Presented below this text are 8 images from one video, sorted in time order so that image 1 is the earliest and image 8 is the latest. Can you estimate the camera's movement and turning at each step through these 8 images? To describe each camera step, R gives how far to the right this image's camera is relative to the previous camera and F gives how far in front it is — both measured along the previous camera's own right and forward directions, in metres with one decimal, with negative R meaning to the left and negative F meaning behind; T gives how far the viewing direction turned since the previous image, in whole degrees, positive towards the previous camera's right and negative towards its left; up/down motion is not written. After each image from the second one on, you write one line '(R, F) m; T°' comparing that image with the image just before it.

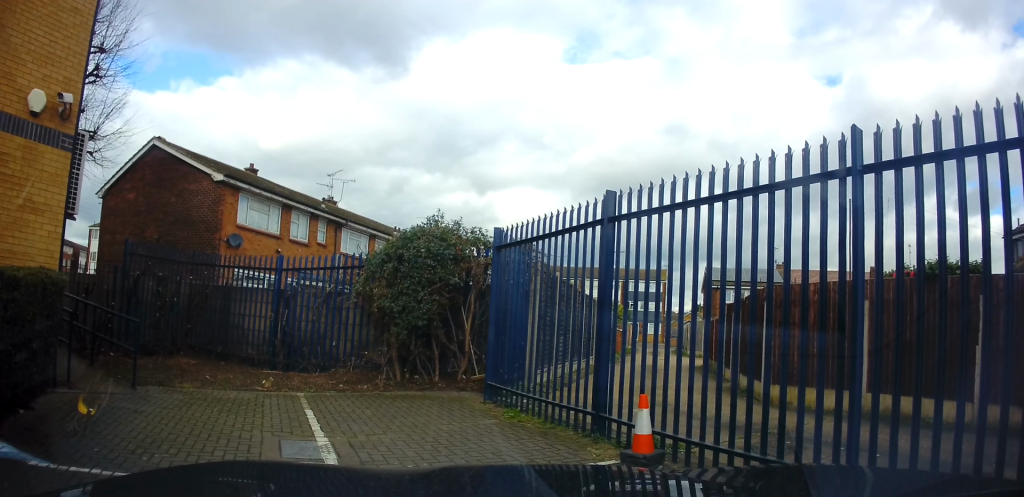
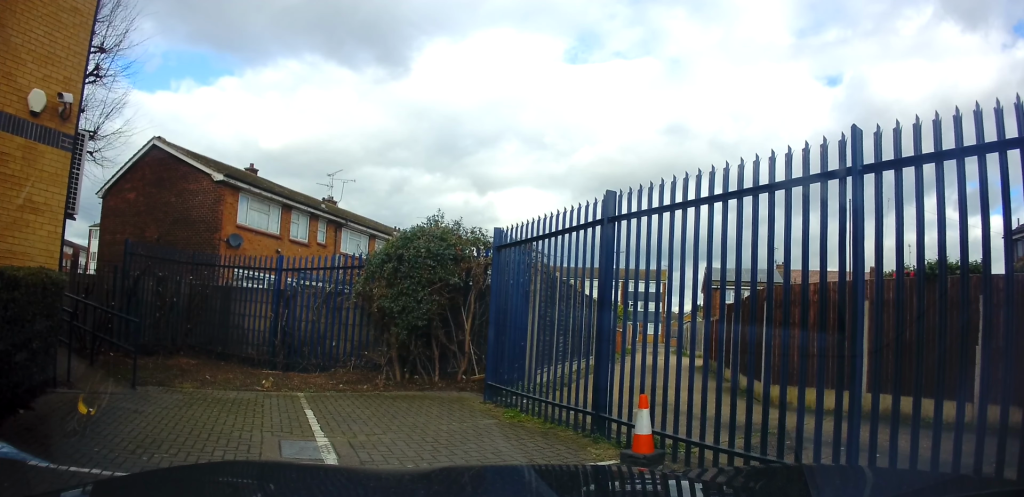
(0.0, 0.0) m; 0°
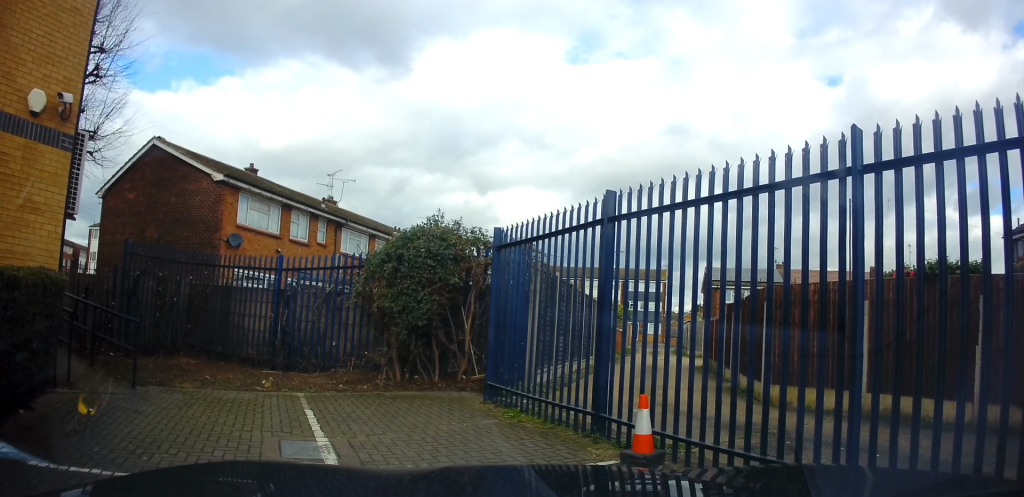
(0.0, 0.0) m; 0°
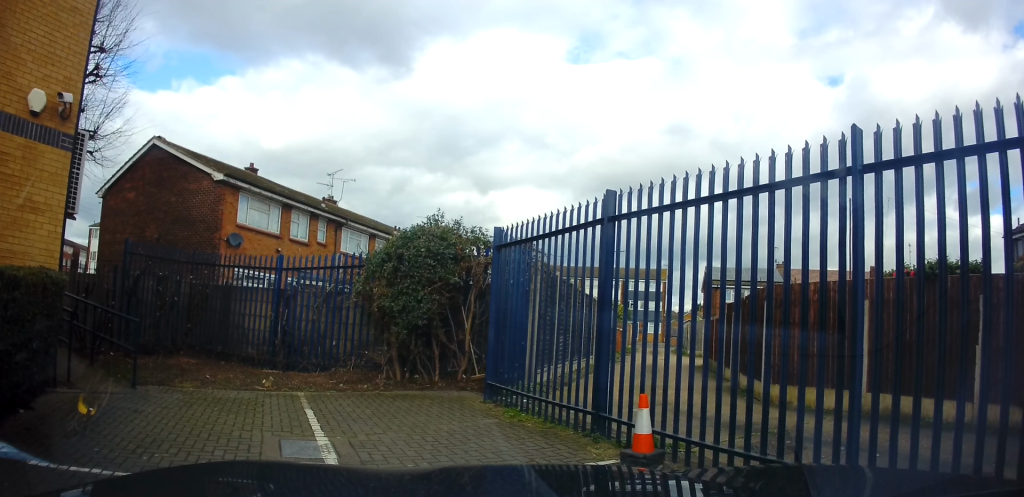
(0.0, 0.0) m; 0°
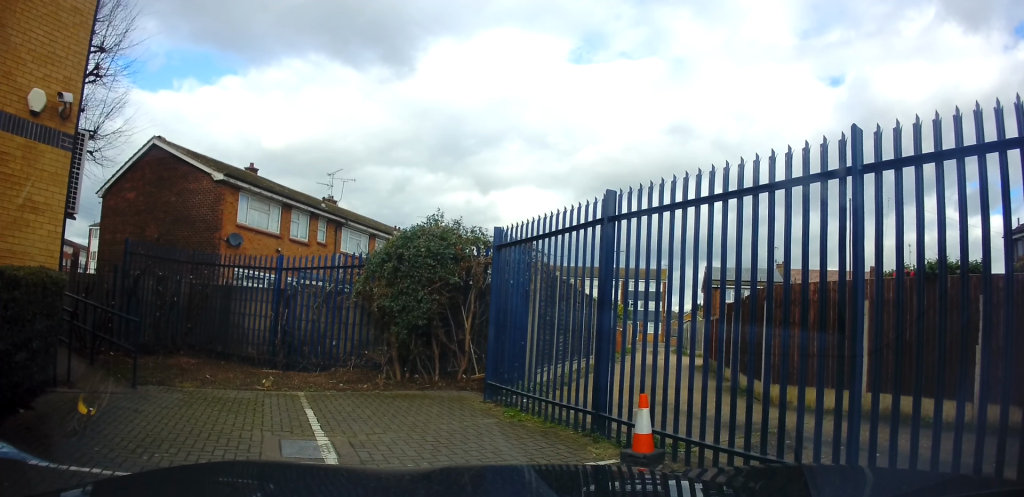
(0.0, 0.0) m; 0°
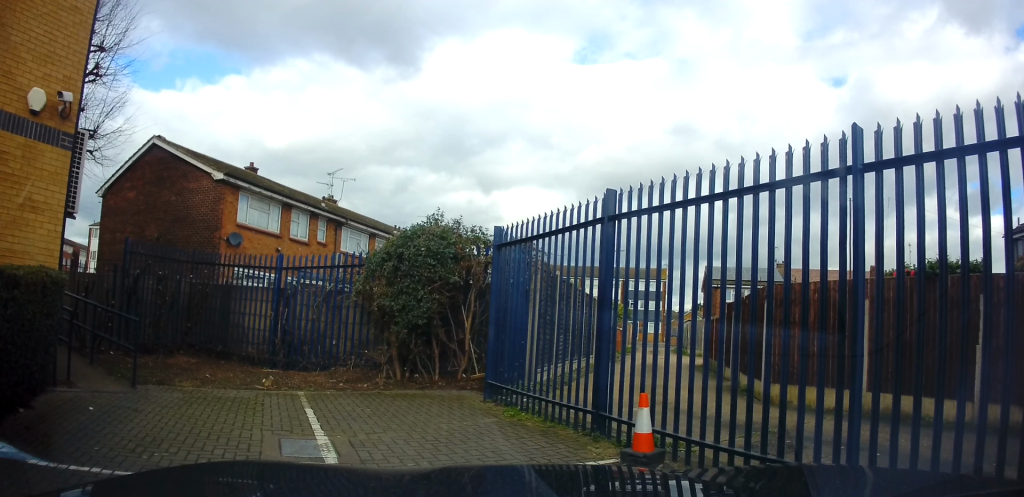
(0.0, 0.0) m; 0°
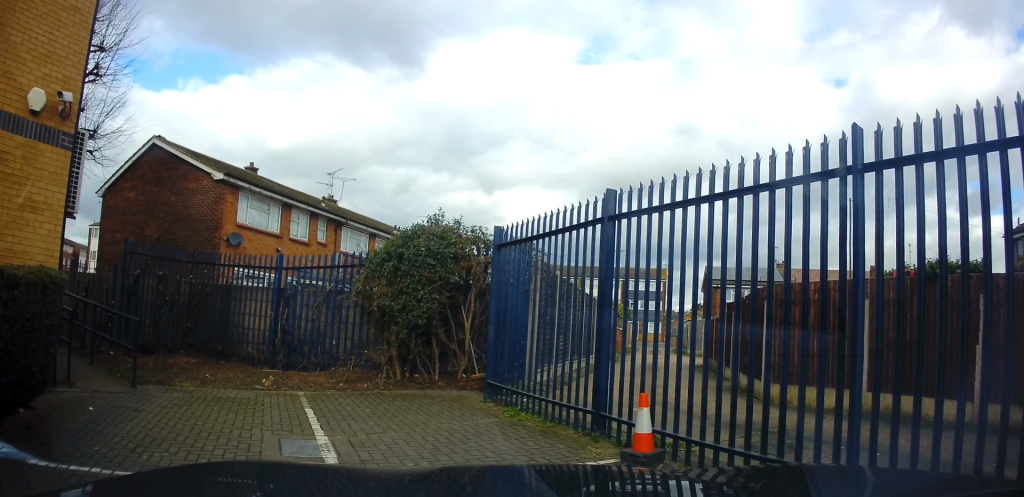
(0.0, 0.0) m; 0°
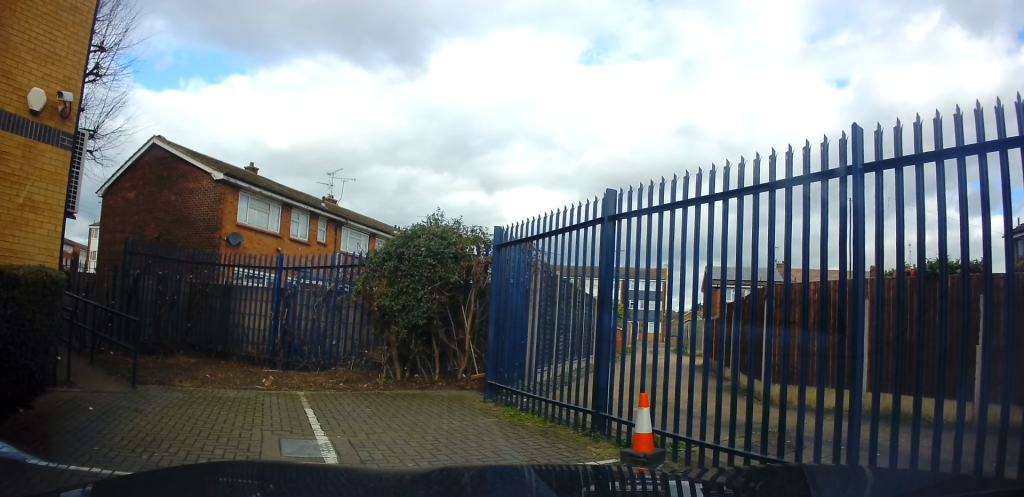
(0.0, 0.0) m; 0°
